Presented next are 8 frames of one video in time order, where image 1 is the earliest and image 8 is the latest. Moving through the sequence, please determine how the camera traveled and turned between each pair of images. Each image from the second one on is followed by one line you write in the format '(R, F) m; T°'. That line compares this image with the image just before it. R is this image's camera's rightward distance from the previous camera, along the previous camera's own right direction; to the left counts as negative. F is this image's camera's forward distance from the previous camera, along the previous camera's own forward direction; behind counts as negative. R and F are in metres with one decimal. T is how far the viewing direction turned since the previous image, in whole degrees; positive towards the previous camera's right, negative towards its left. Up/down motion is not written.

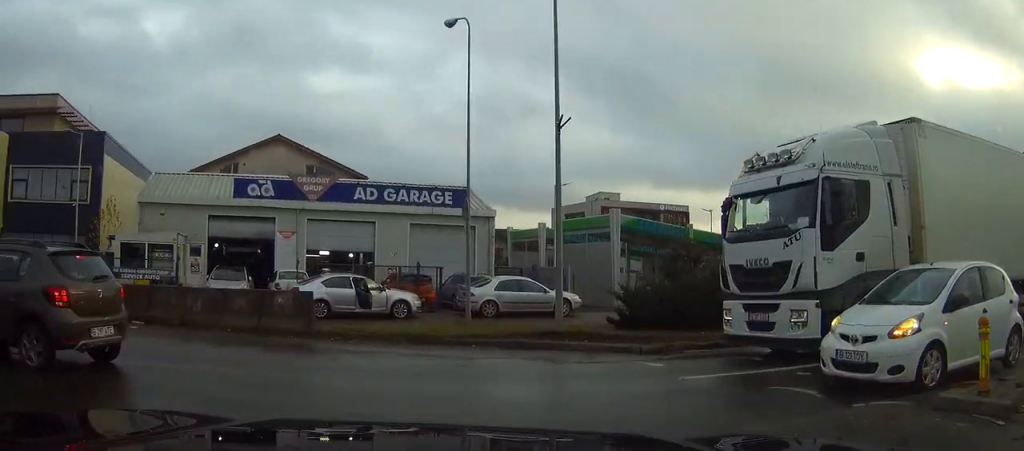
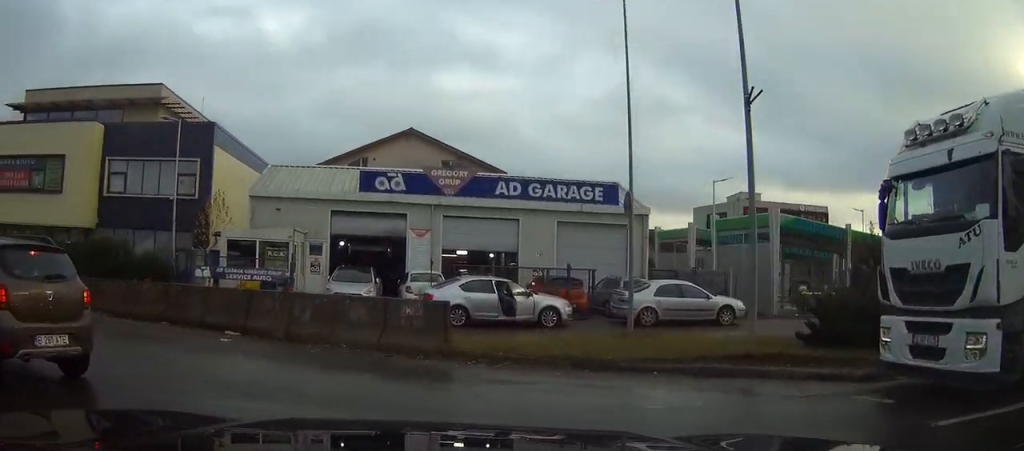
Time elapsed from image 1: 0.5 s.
(+0.1, +2.8) m; -6°
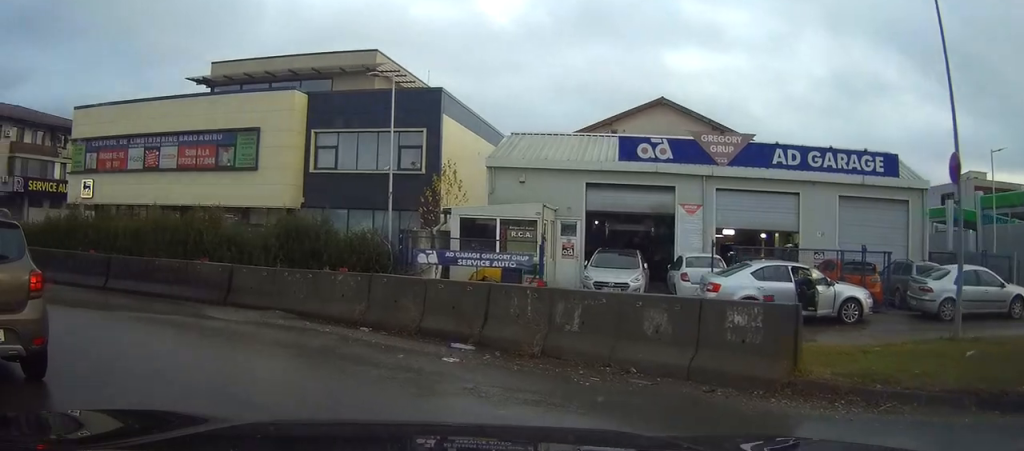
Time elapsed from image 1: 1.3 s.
(-0.6, +4.2) m; -17°
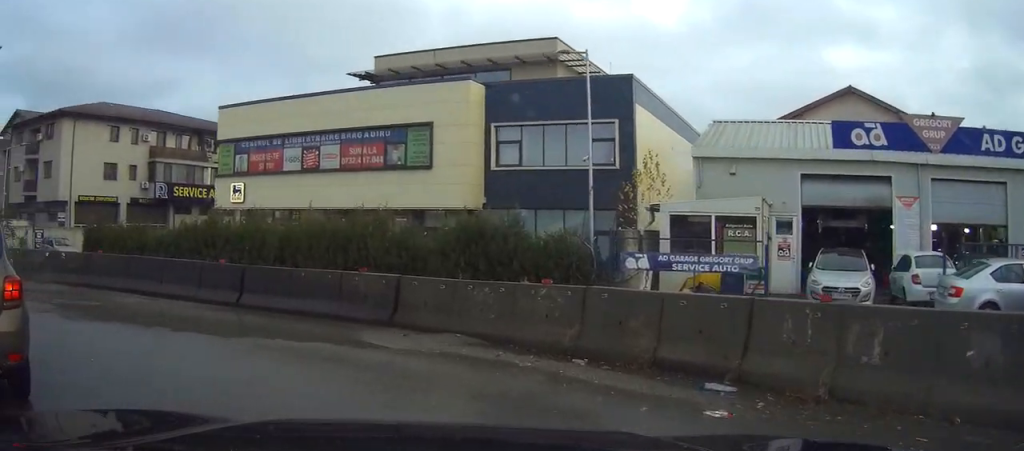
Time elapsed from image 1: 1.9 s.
(-0.3, +2.9) m; -14°
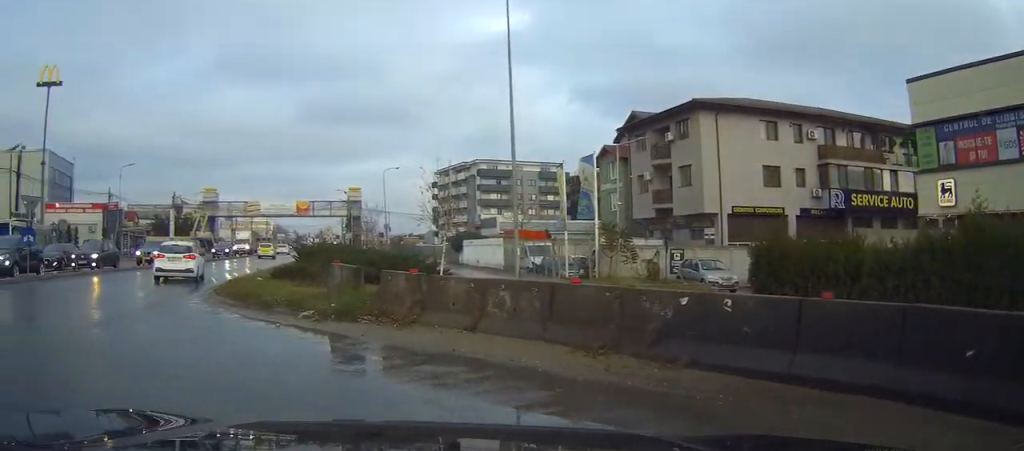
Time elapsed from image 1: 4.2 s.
(-4.7, +8.8) m; -58°
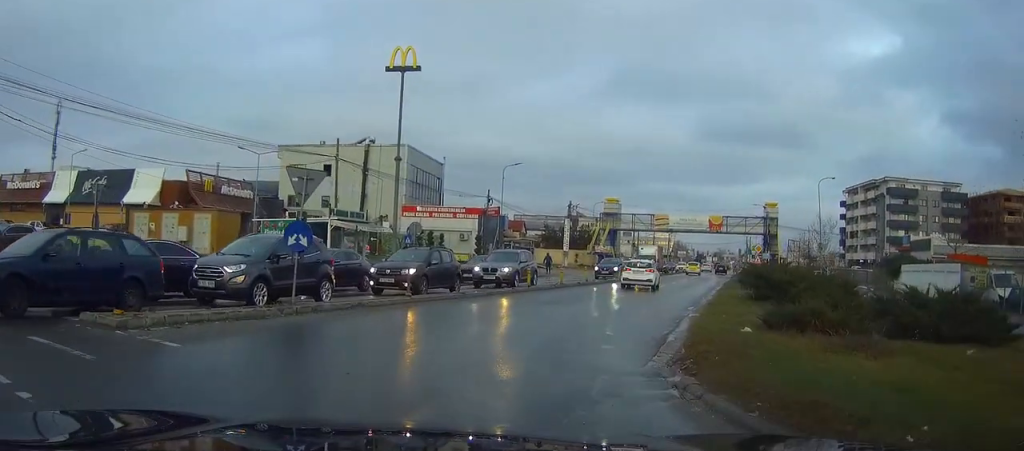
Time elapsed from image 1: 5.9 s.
(-3.7, +8.6) m; -35°
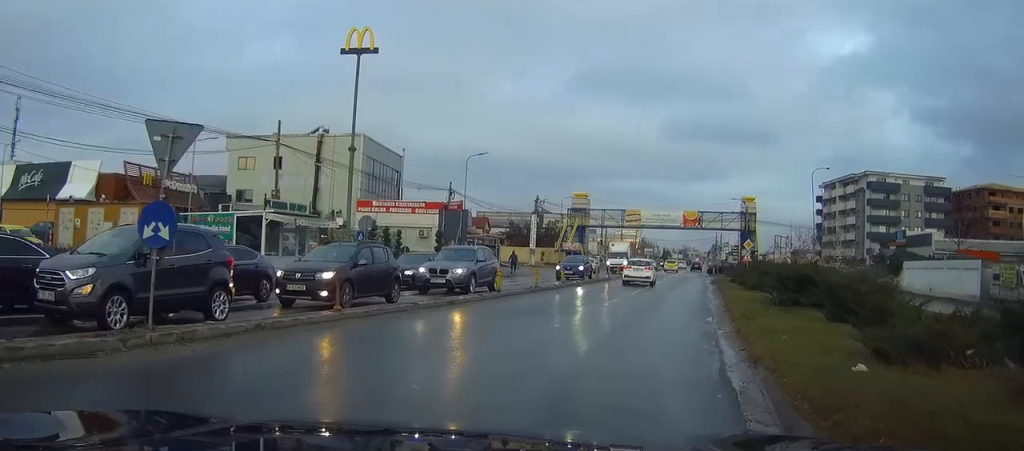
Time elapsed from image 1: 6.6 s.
(-0.5, +4.6) m; 0°
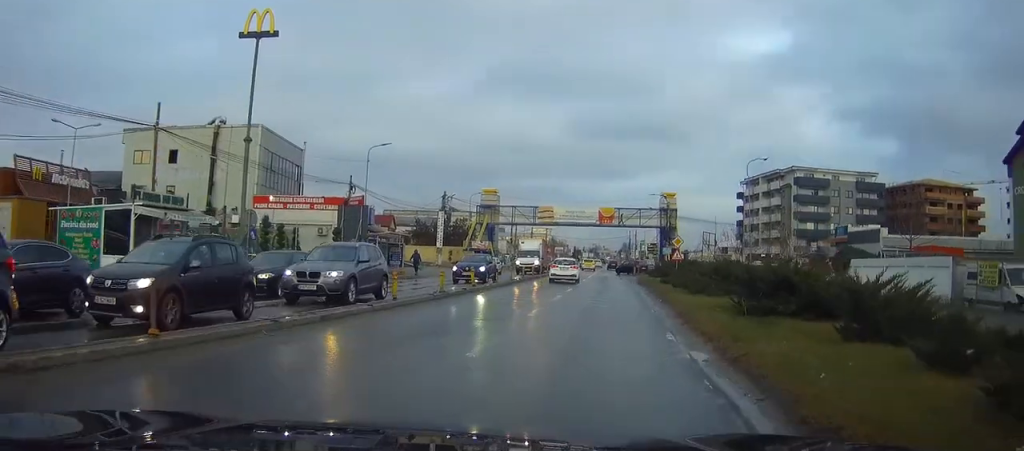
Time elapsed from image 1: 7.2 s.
(+0.3, +4.2) m; +7°
